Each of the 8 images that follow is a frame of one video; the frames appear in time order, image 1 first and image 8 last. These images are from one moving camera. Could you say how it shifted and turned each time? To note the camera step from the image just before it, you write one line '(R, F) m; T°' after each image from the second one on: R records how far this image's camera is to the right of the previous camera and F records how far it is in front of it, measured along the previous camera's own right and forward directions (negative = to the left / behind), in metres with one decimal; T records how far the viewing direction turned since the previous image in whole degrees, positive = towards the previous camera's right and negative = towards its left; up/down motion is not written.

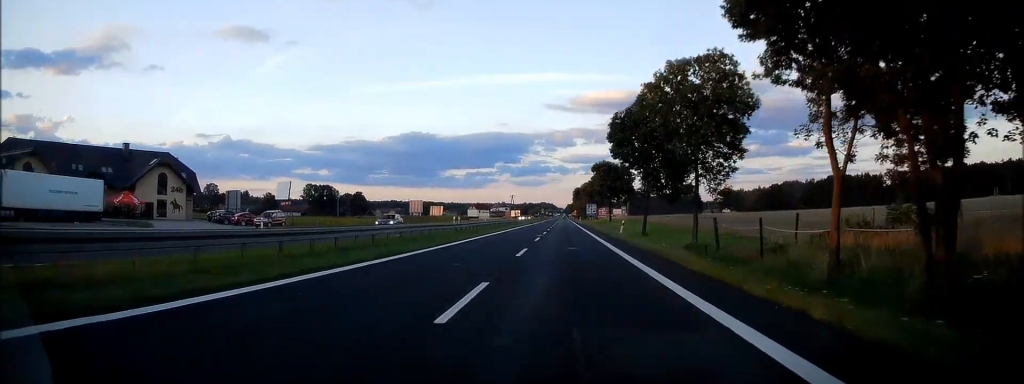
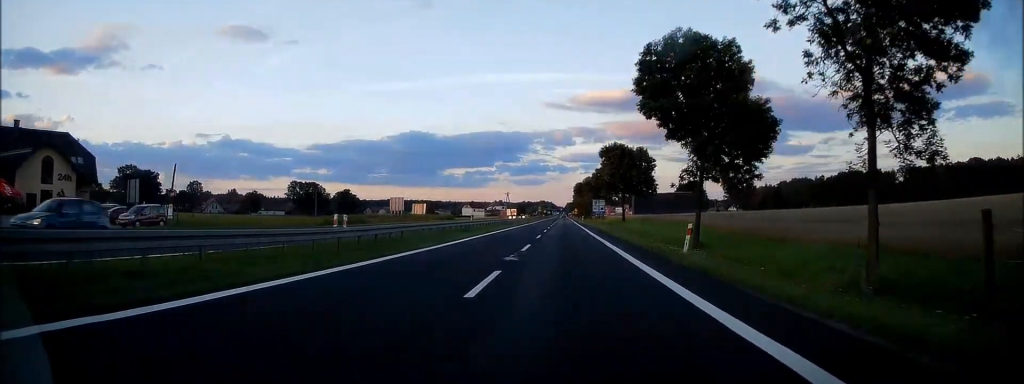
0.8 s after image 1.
(0.0, +21.8) m; 0°
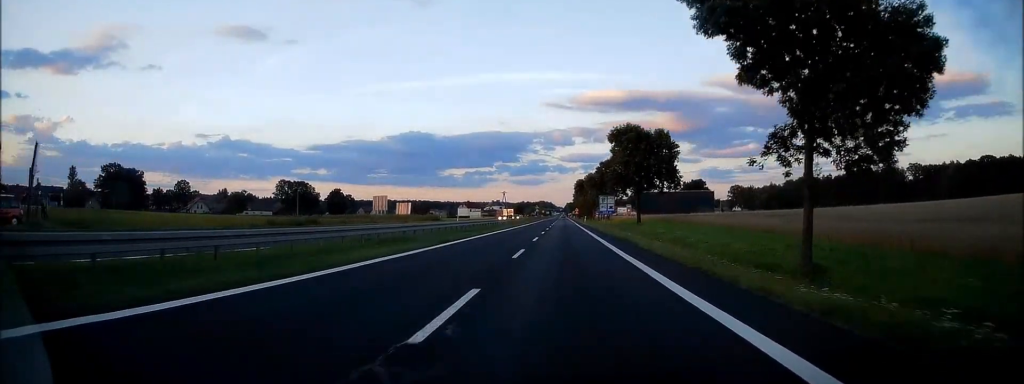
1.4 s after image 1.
(+0.1, +15.4) m; 0°
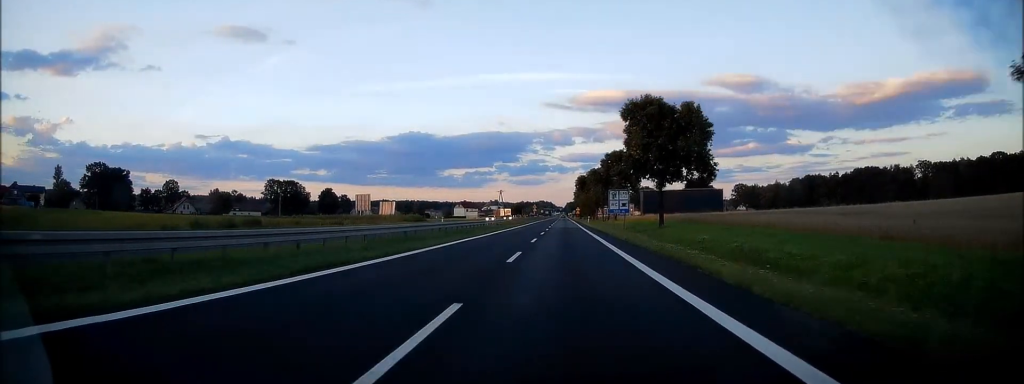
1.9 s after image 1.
(-0.2, +13.6) m; 0°
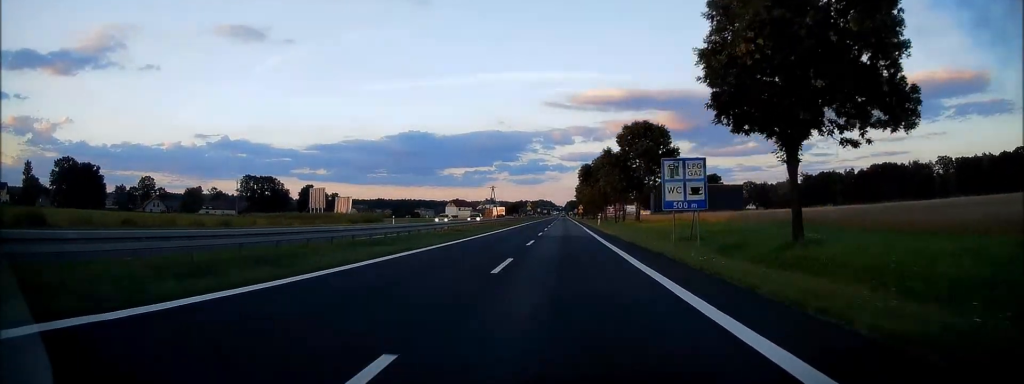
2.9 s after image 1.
(0.0, +27.2) m; 0°
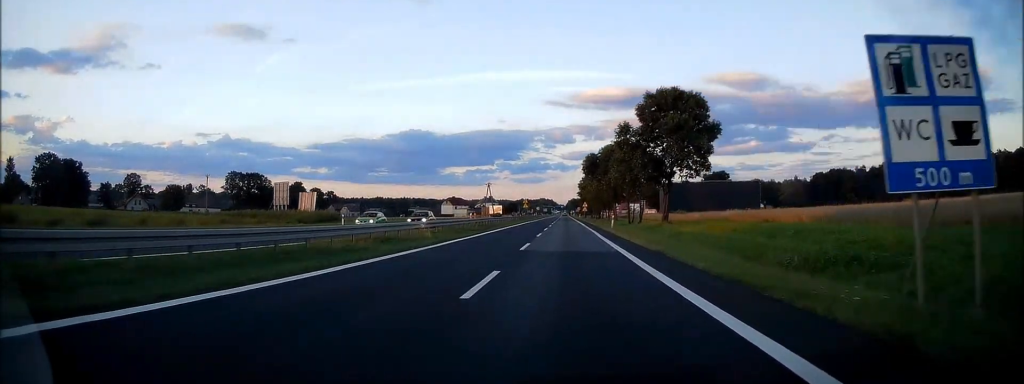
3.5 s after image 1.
(+0.2, +16.2) m; 0°
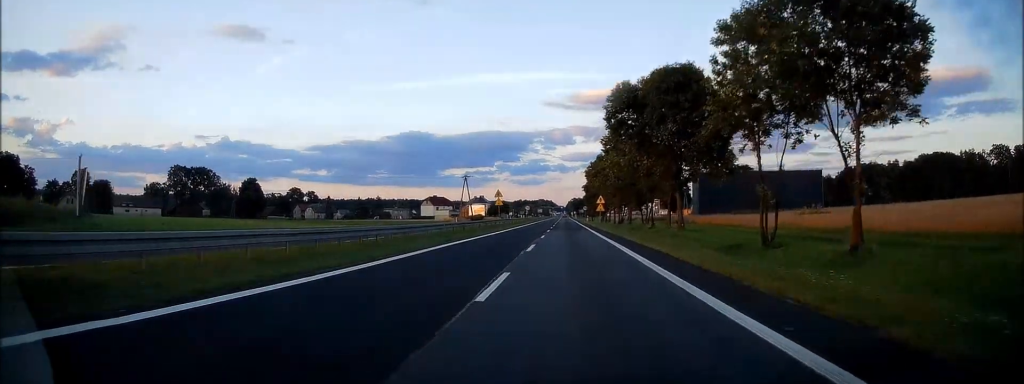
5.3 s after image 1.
(-0.4, +47.9) m; 0°
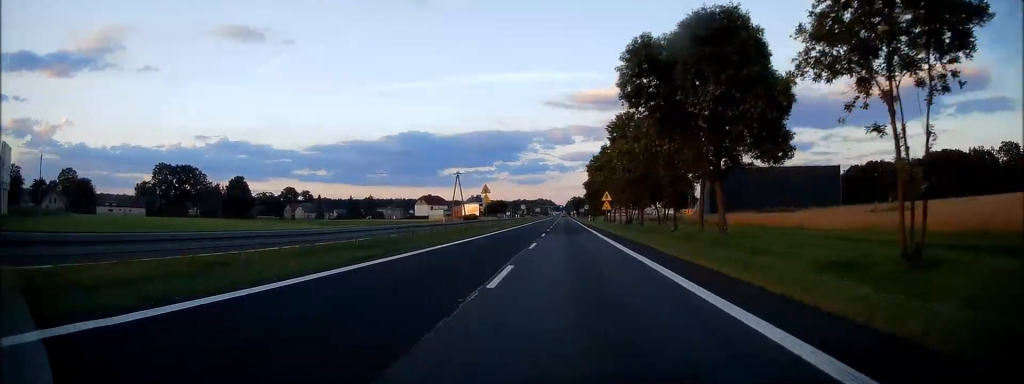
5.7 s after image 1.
(0.0, +10.5) m; 0°
